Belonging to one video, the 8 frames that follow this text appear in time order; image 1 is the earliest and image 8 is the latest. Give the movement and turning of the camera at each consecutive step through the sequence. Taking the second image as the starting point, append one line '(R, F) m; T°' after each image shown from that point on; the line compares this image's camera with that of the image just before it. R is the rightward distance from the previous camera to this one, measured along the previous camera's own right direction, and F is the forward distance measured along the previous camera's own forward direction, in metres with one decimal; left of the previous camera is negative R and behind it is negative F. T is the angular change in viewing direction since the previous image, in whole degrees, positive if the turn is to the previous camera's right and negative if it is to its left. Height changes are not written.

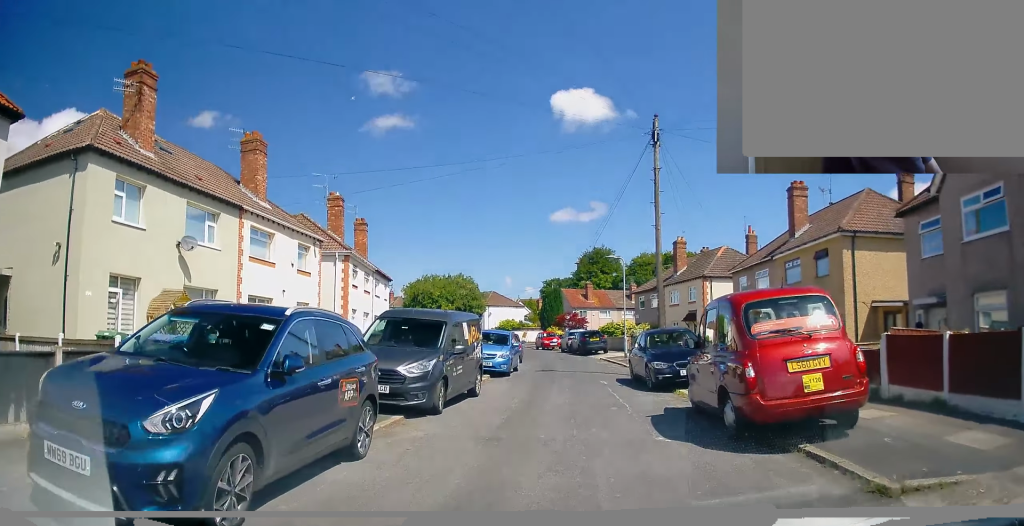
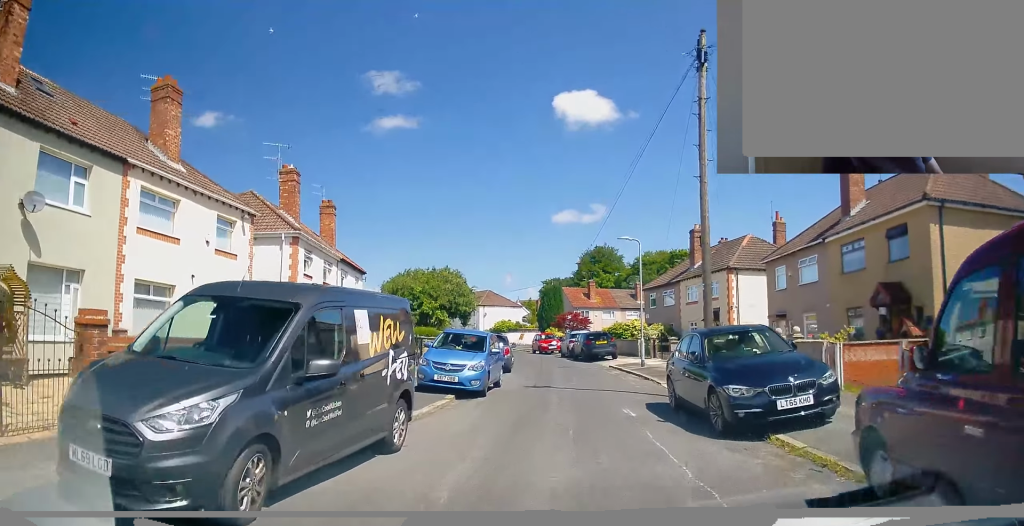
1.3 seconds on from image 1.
(+0.1, +6.7) m; +2°
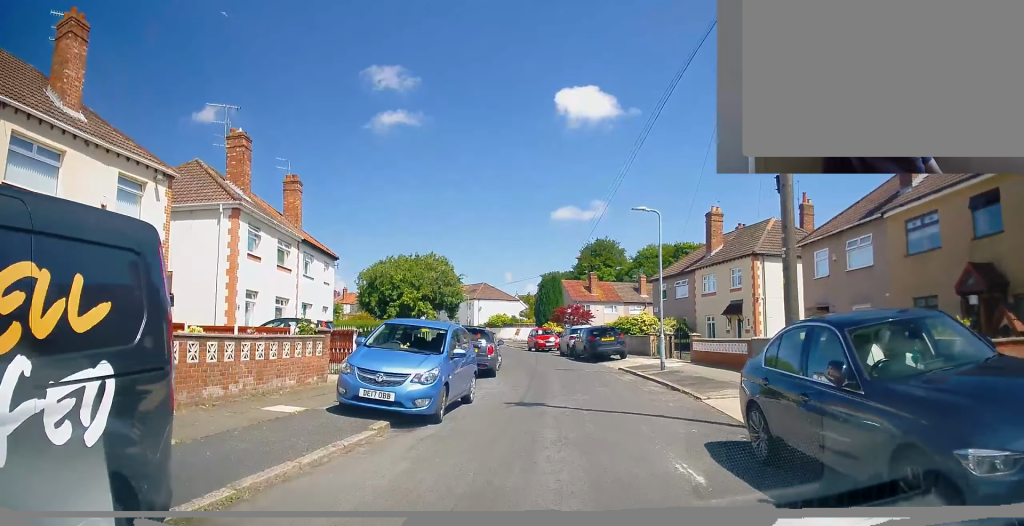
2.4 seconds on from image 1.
(0.0, +5.6) m; -1°
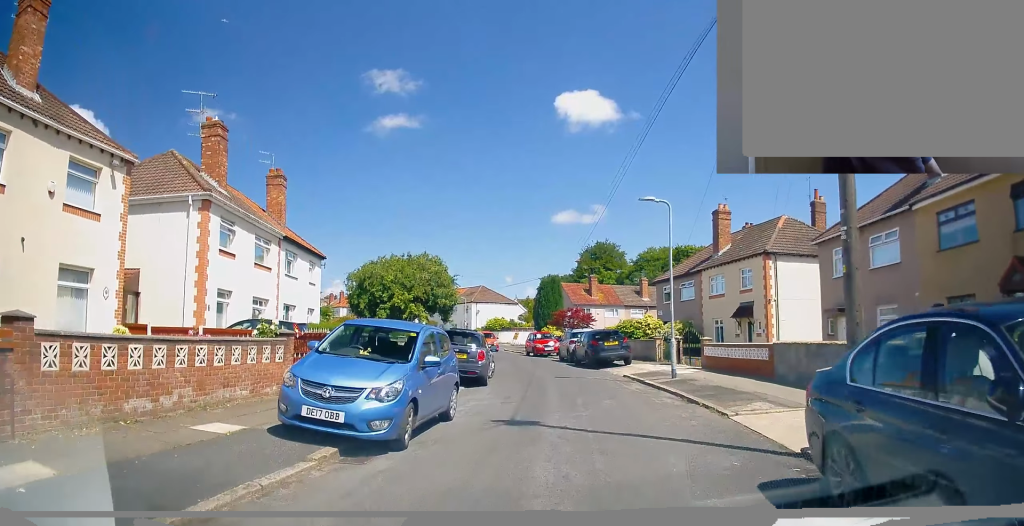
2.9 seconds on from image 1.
(0.0, +2.2) m; -1°
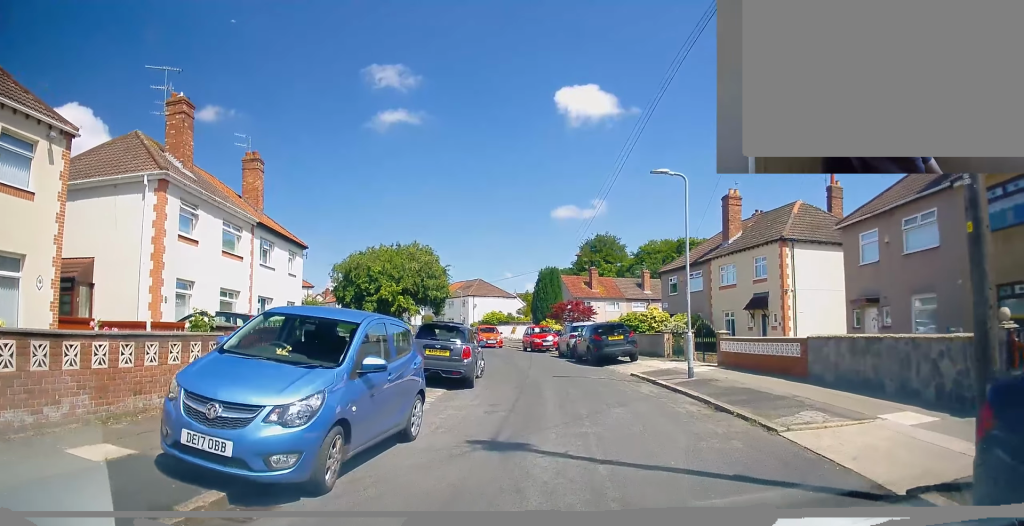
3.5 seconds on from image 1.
(0.0, +2.8) m; -1°
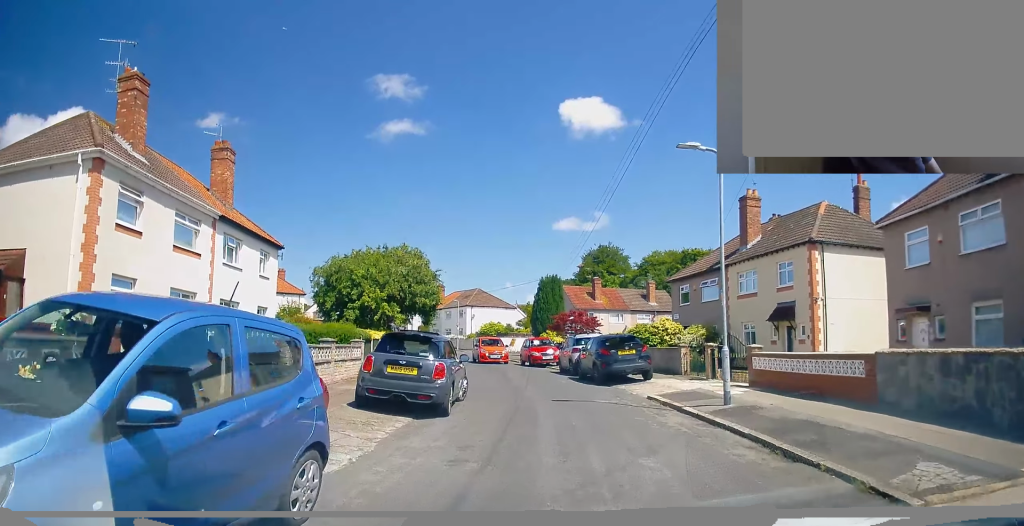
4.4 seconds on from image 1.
(0.0, +3.6) m; 0°
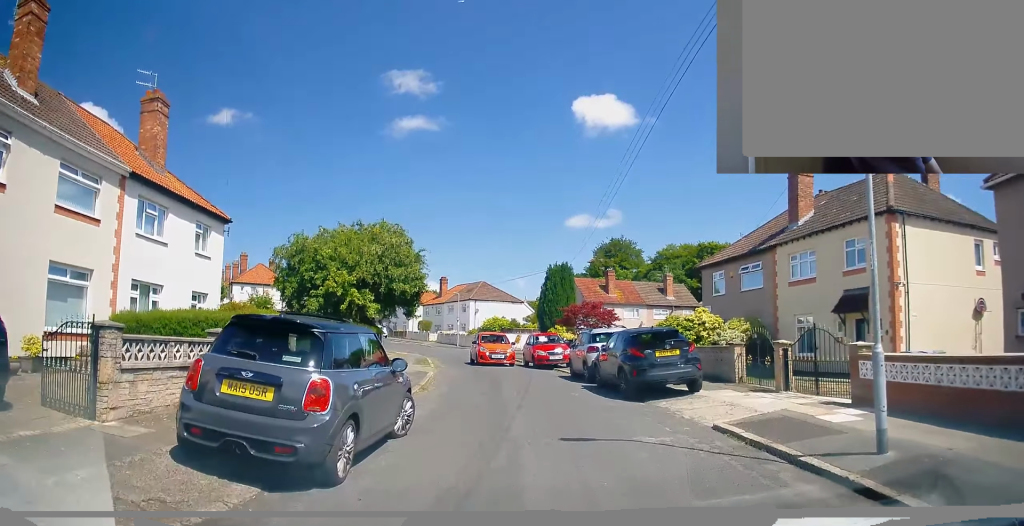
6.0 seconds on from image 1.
(+0.1, +5.5) m; +1°
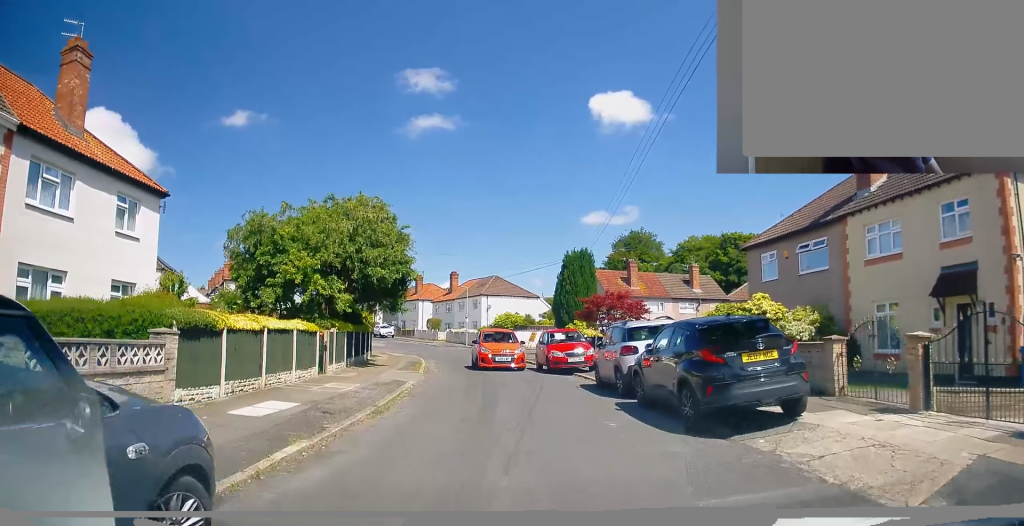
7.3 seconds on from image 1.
(0.0, +4.3) m; -2°
